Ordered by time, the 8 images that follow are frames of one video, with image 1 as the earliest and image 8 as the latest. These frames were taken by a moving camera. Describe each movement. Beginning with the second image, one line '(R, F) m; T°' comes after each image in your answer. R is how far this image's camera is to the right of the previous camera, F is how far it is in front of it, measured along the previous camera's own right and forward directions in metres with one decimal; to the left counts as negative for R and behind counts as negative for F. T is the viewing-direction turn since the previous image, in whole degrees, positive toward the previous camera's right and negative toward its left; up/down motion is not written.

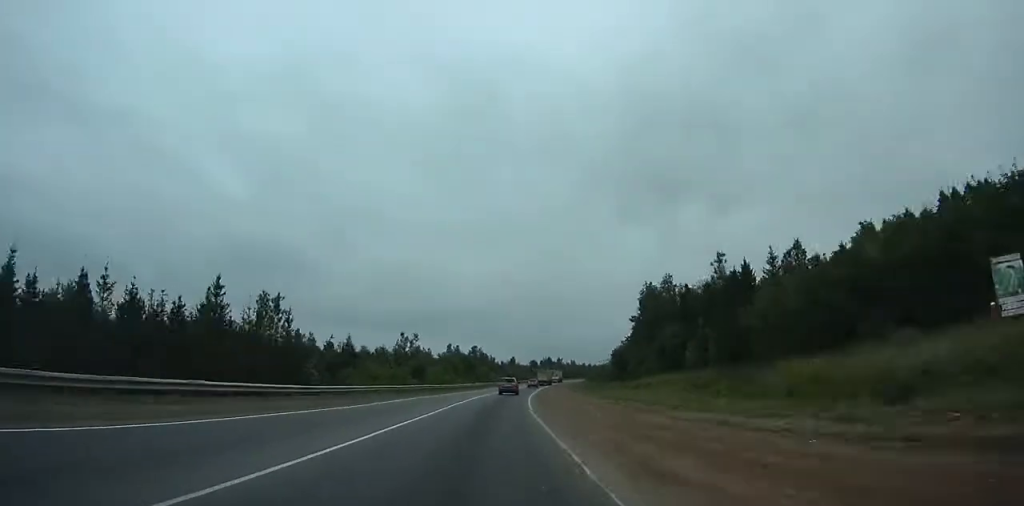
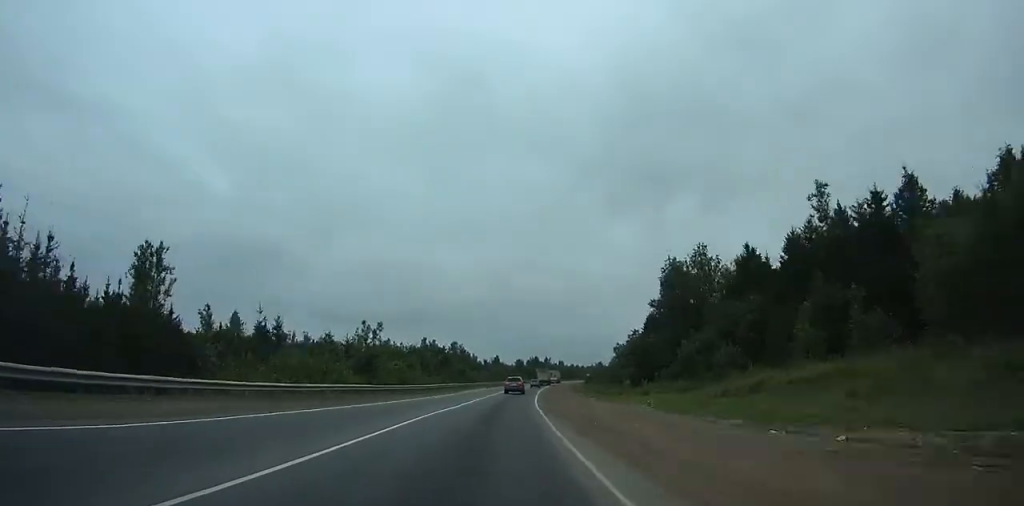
(0.0, +26.2) m; +2°
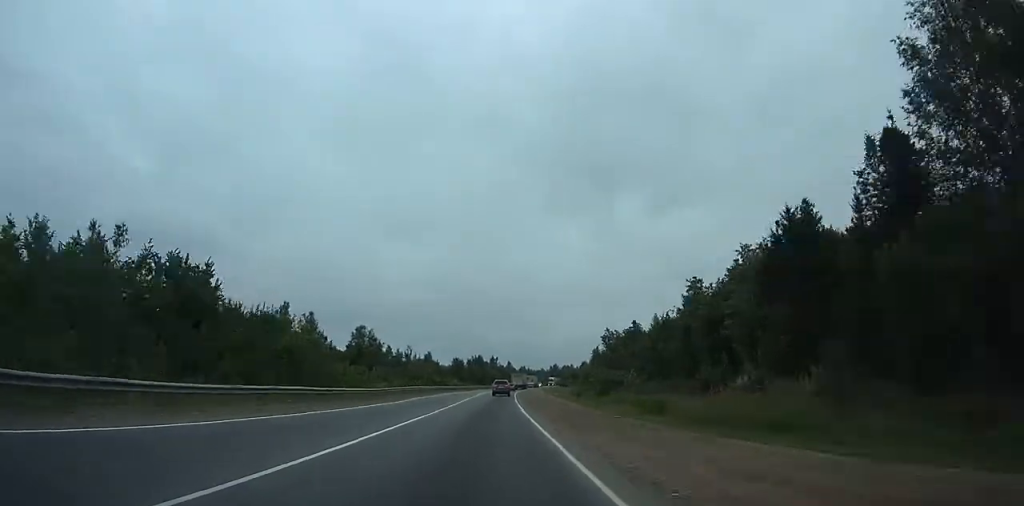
(+5.3, +73.5) m; +6°
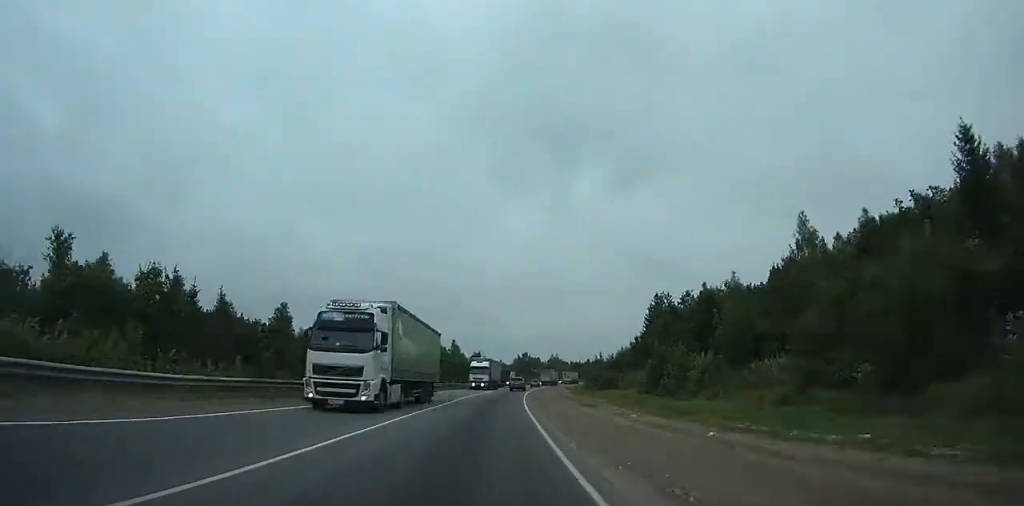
(+5.0, +138.9) m; +11°
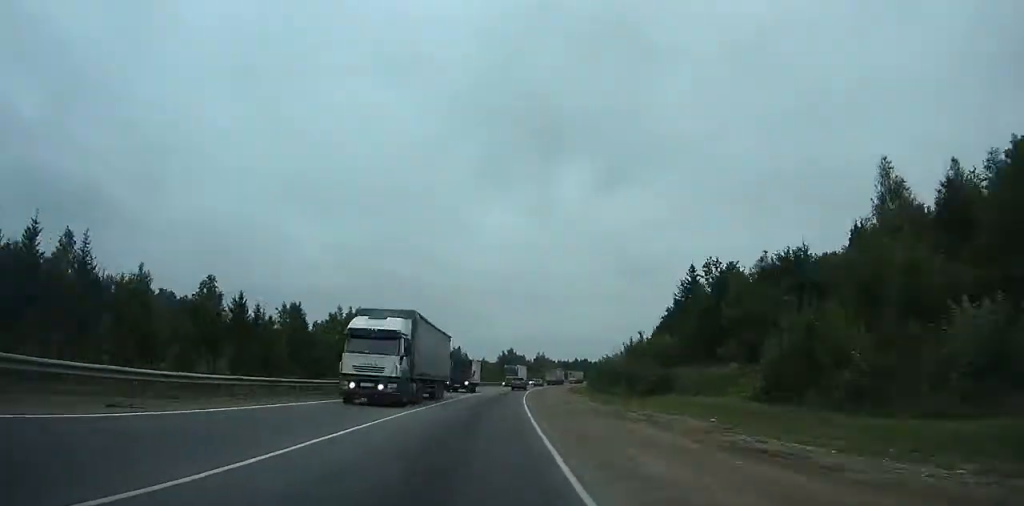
(+1.2, +28.3) m; +1°
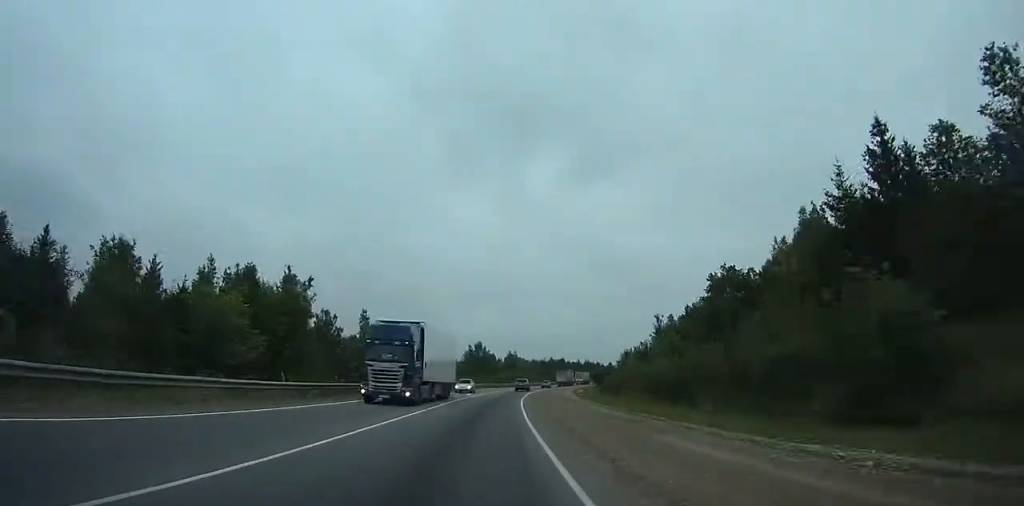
(+7.3, +51.3) m; -6°
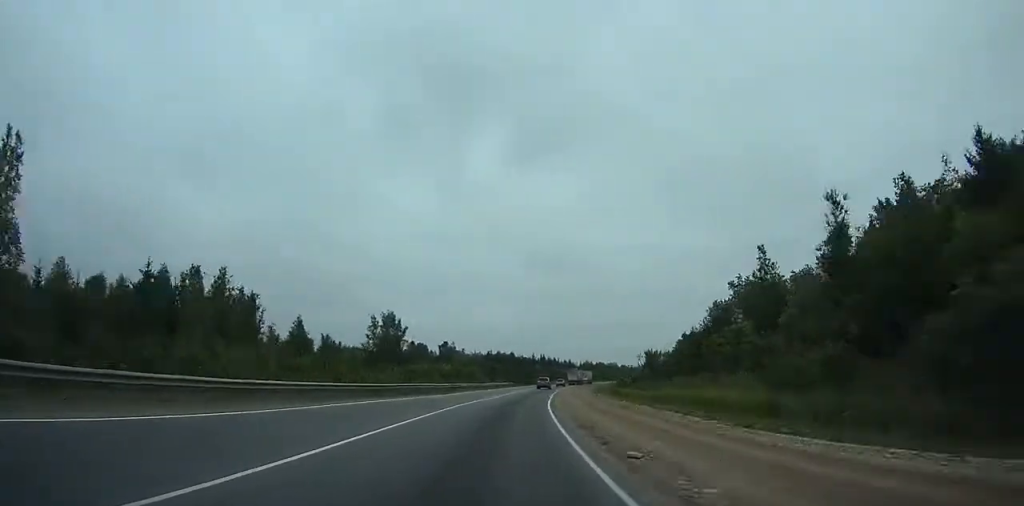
(-13.6, +50.4) m; 0°
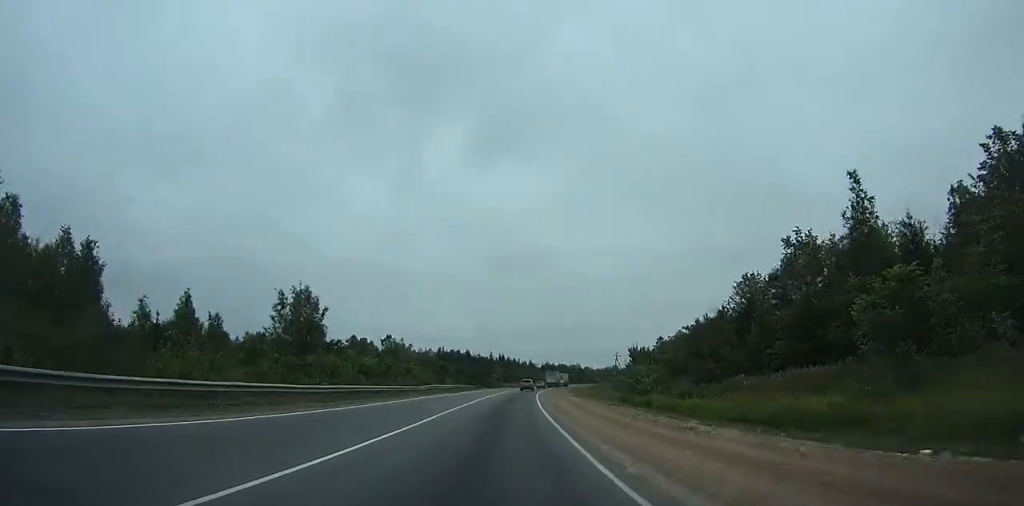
(+4.5, +27.8) m; +9°
